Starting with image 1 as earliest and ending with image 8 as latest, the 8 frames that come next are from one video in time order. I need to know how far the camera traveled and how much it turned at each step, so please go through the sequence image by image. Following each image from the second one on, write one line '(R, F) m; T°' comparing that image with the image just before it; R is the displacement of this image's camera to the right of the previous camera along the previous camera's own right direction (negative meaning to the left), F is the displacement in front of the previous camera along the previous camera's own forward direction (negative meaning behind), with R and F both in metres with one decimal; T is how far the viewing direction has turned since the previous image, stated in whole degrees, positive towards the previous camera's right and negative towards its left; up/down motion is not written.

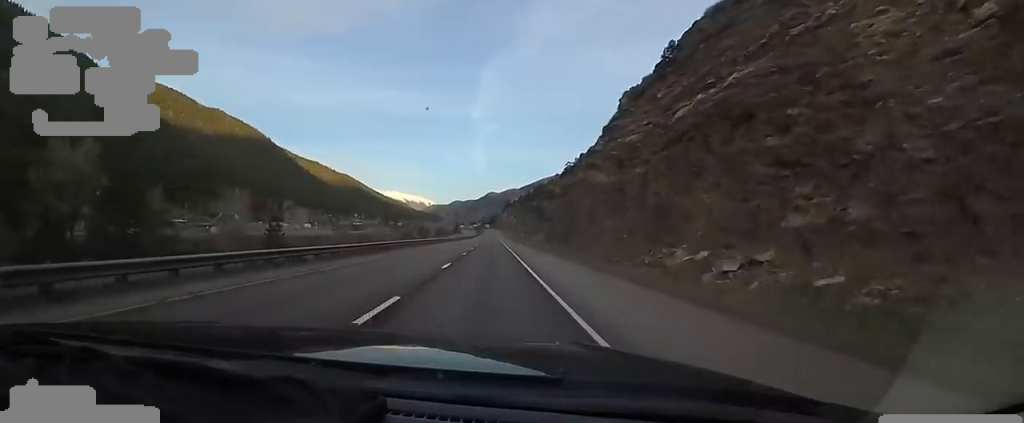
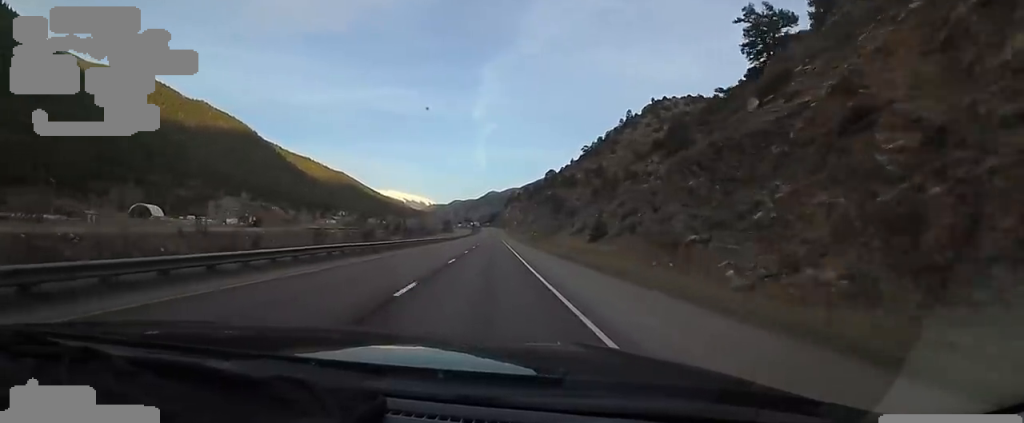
(-1.1, +82.7) m; -3°
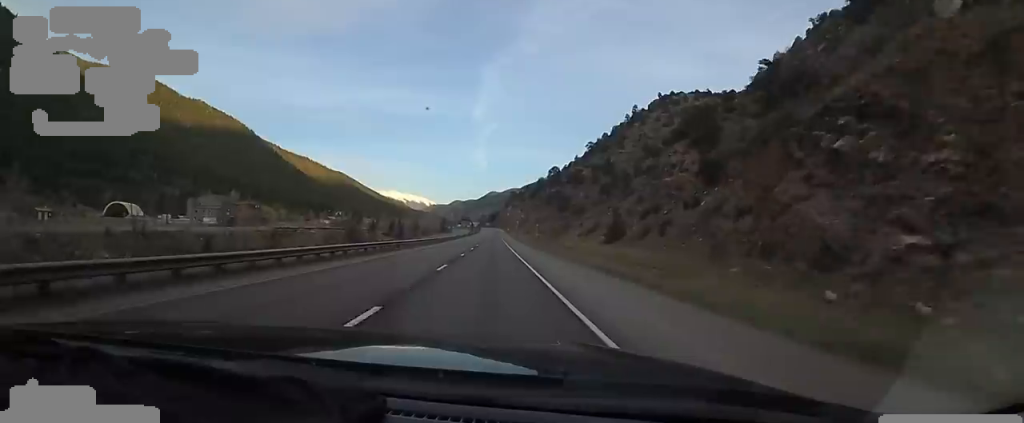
(0.0, +16.9) m; +1°
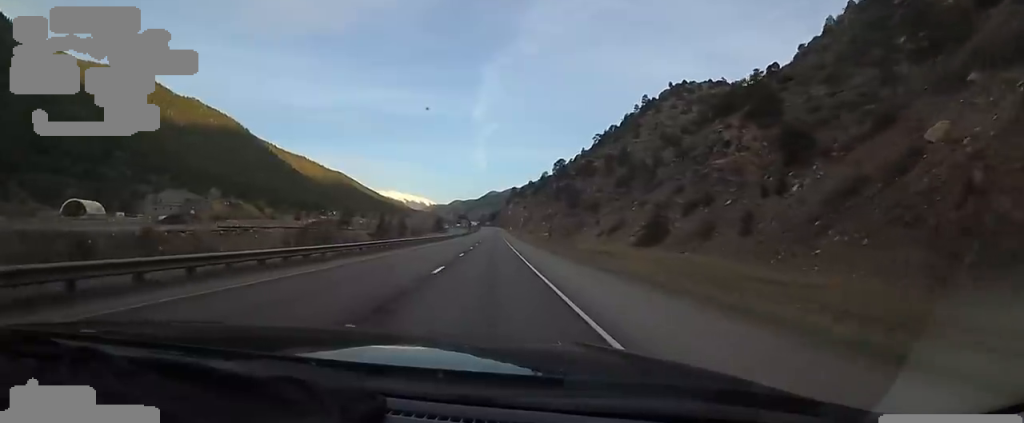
(-0.2, +26.5) m; +2°
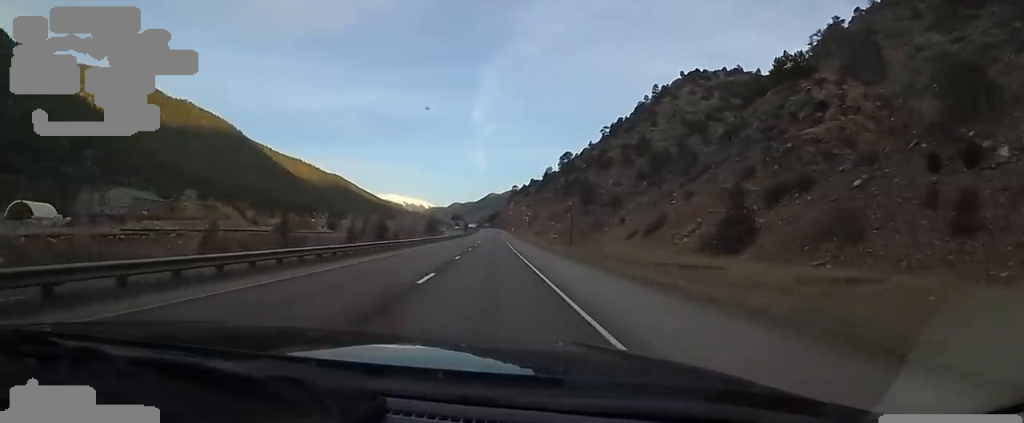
(+1.4, +27.4) m; 0°
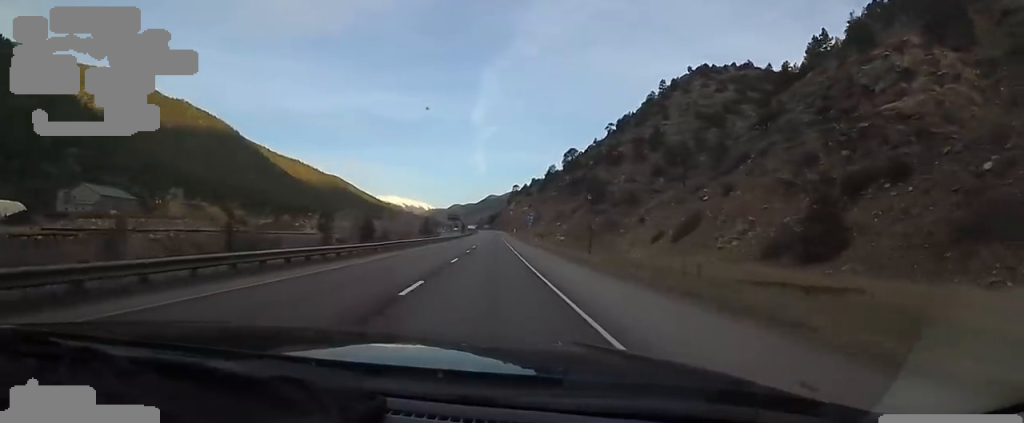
(-0.4, +14.6) m; -1°
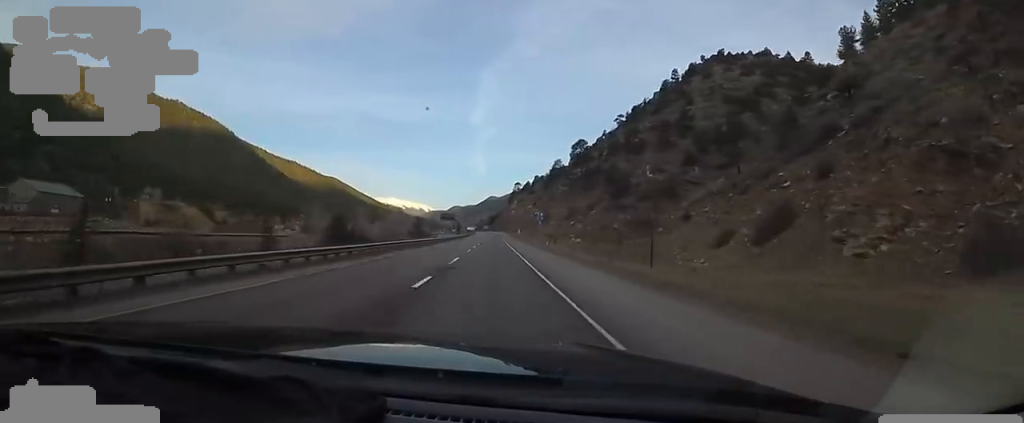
(-0.6, +22.7) m; -2°
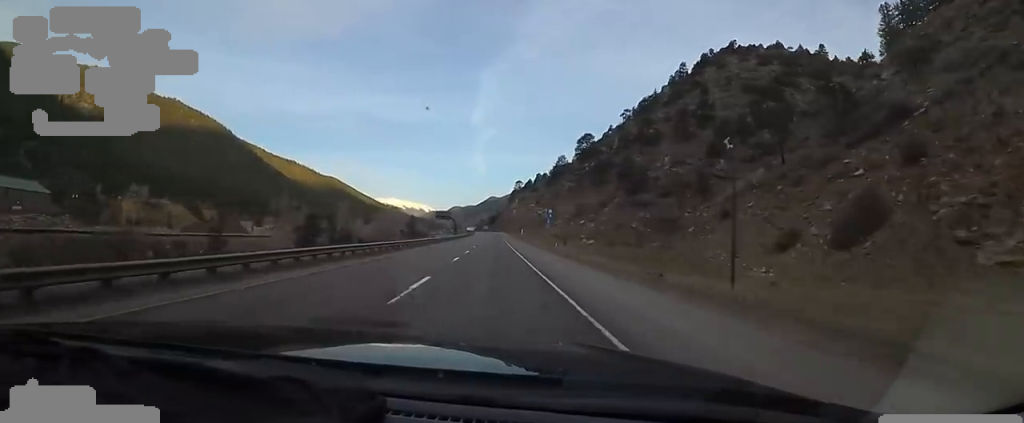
(0.0, +12.3) m; 0°
